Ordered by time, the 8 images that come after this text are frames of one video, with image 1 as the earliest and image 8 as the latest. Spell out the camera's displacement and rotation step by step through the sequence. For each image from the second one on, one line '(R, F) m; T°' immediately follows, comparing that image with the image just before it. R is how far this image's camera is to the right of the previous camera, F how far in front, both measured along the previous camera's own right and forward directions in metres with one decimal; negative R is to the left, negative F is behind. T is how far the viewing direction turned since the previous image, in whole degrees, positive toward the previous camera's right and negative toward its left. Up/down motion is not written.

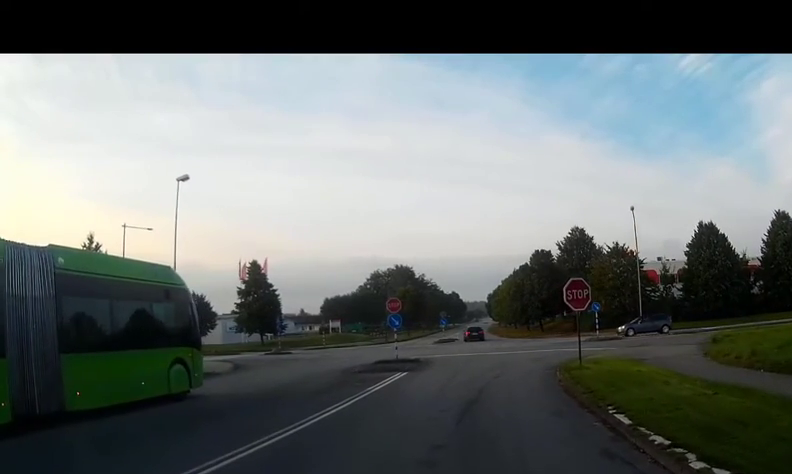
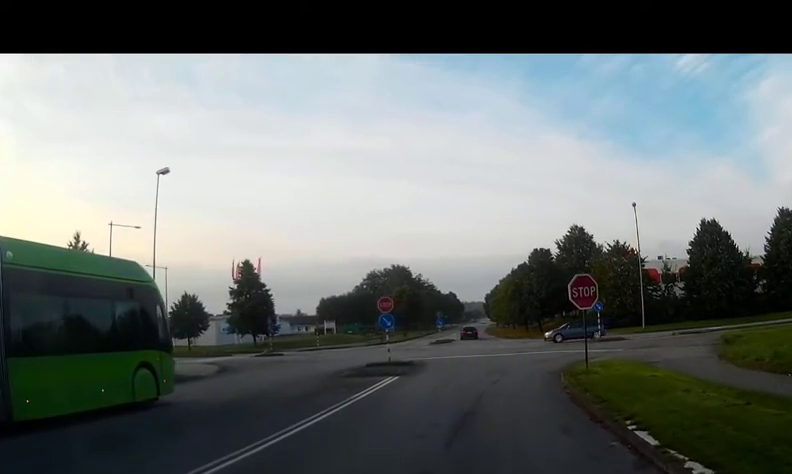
(0.0, +1.9) m; -1°
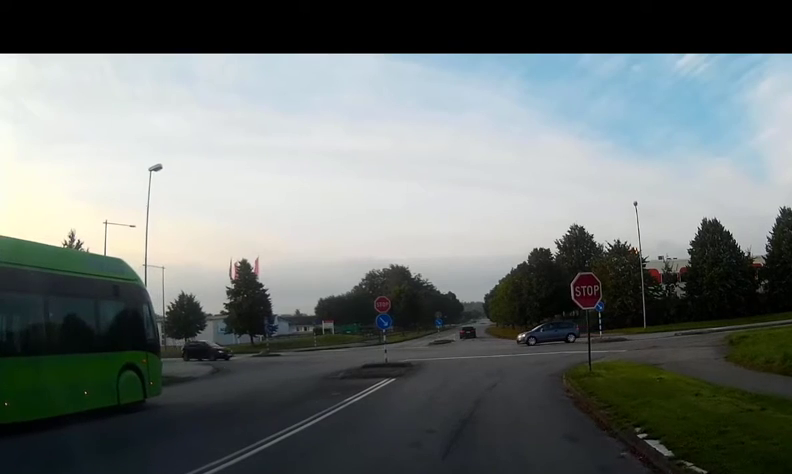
(-0.1, +1.0) m; 0°
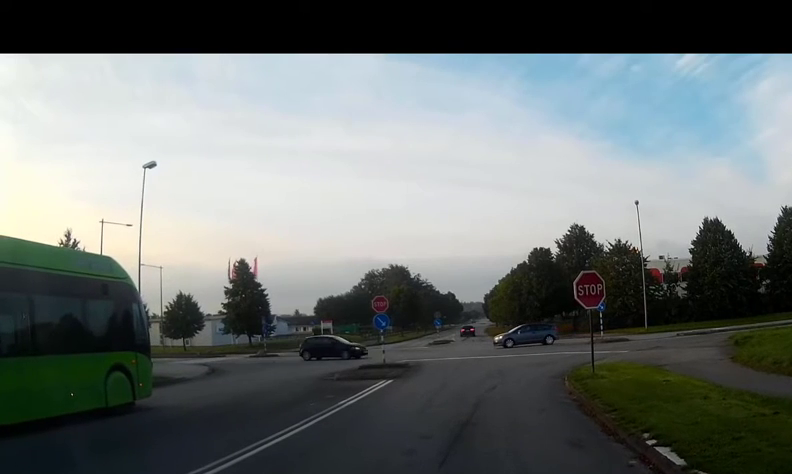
(-0.1, +0.6) m; 0°
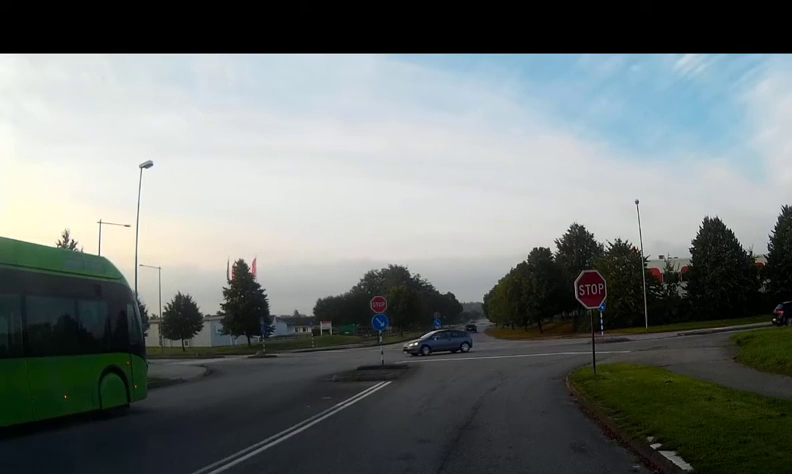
(-0.4, +1.1) m; 0°
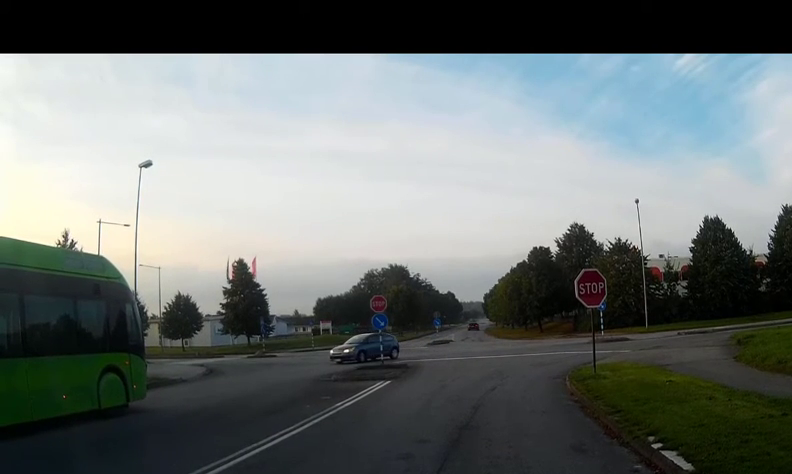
(-0.2, +0.5) m; 0°
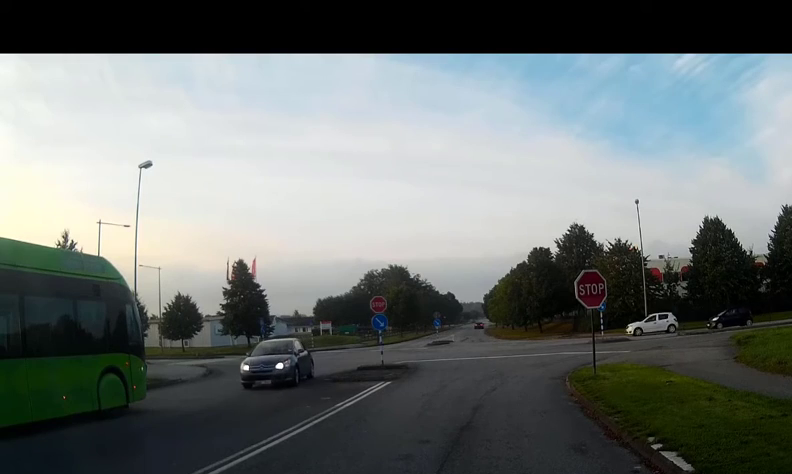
(0.0, 0.0) m; 0°
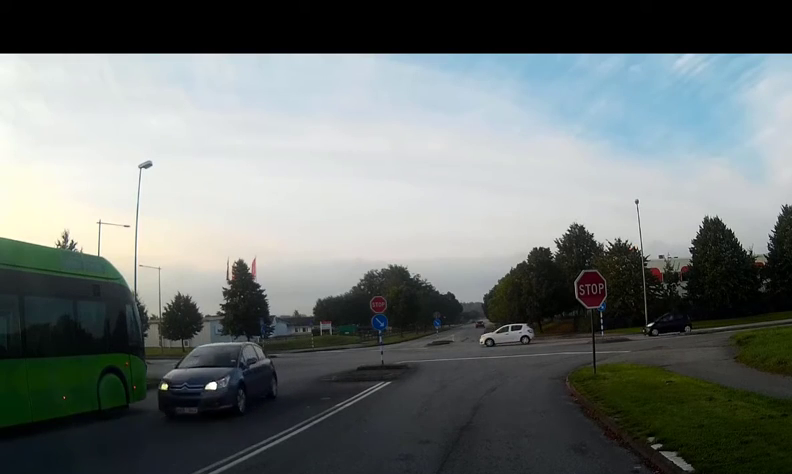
(0.0, 0.0) m; 0°
